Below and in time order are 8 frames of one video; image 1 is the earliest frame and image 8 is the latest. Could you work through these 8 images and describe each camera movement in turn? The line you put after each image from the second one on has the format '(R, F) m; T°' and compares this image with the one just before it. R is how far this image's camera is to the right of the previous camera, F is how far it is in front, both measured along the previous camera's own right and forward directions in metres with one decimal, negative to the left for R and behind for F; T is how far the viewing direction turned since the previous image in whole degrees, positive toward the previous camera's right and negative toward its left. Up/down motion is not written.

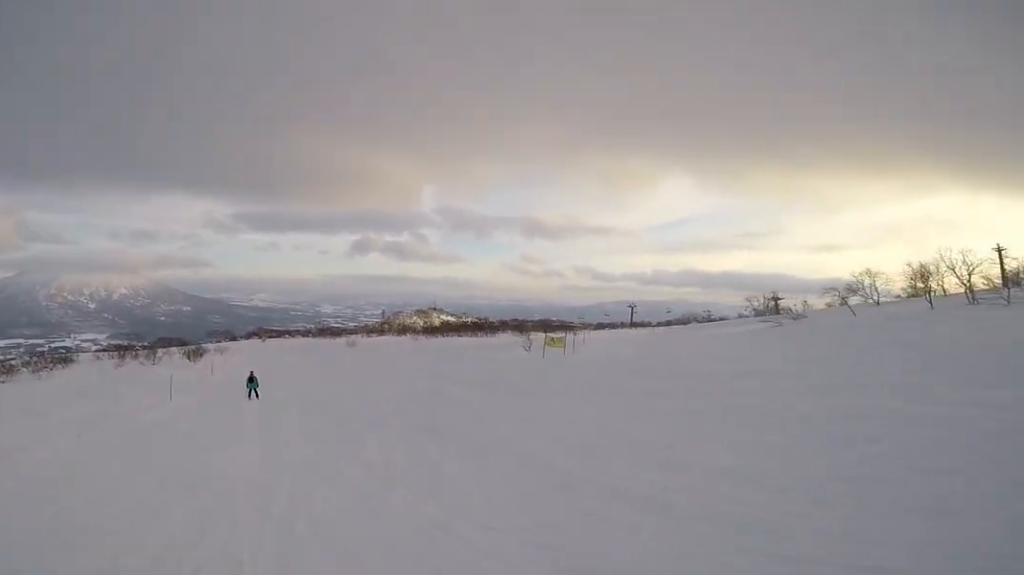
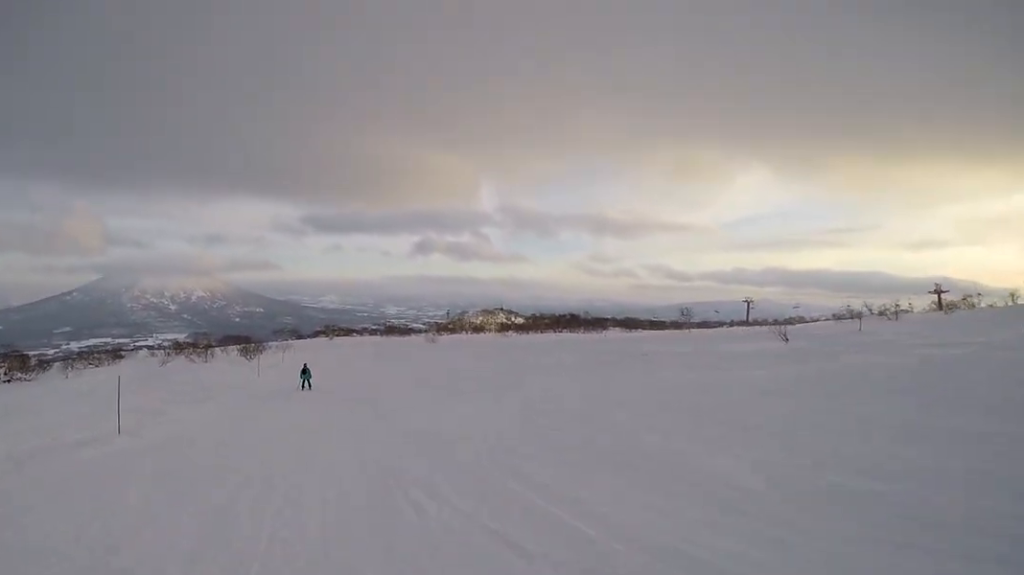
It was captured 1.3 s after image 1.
(+0.7, +15.6) m; +1°
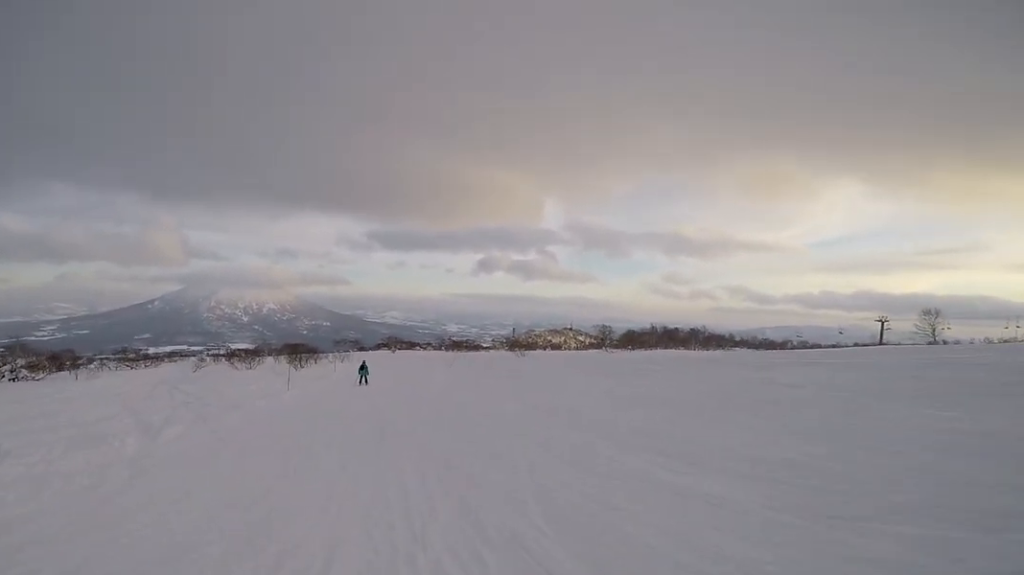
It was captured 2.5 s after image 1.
(-0.3, +13.0) m; -5°
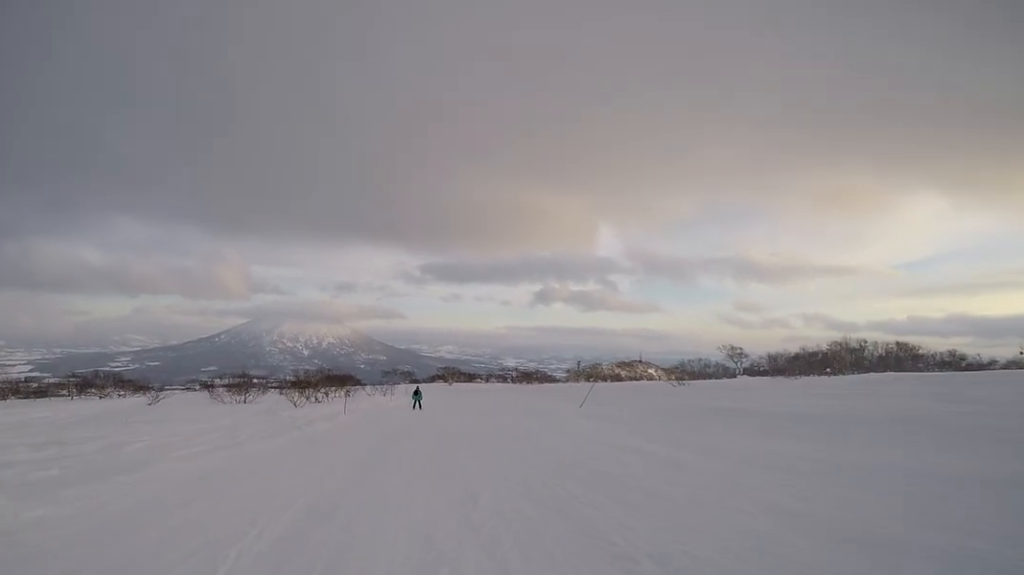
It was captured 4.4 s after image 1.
(+0.4, +20.7) m; +5°
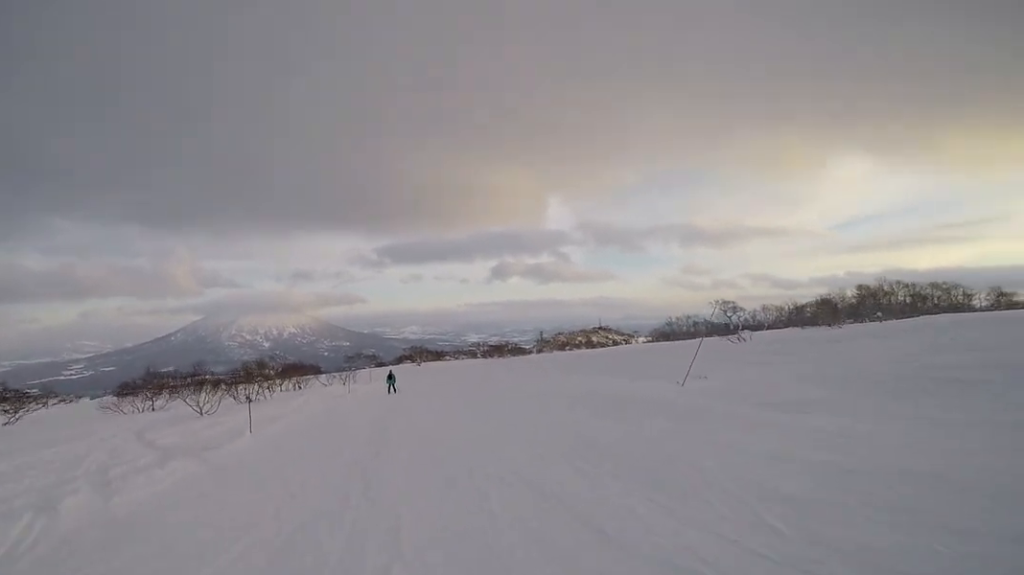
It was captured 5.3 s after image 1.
(-0.1, +9.9) m; -1°
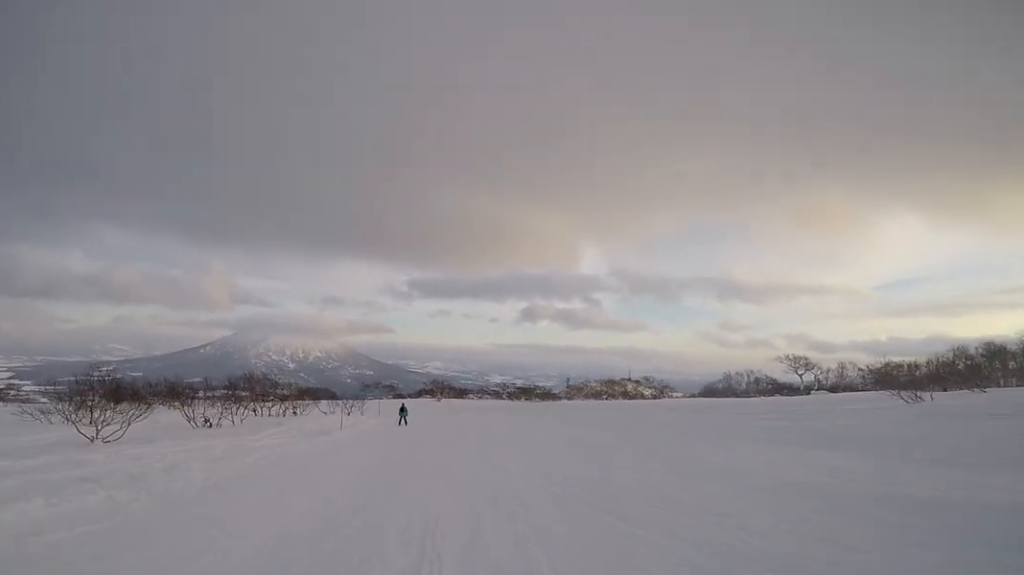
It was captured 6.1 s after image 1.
(-0.1, +8.0) m; -3°
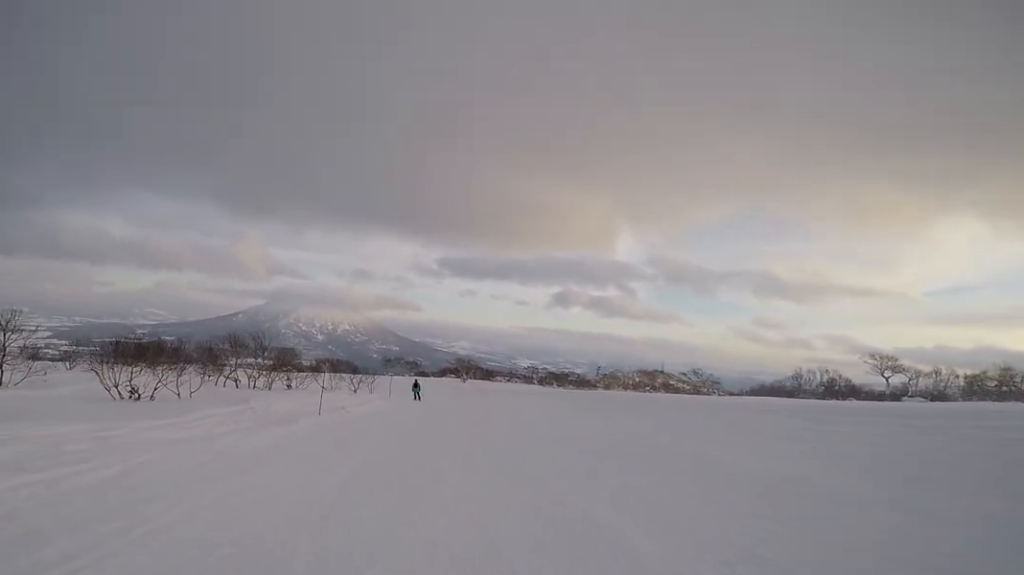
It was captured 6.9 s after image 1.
(-0.2, +7.6) m; -2°
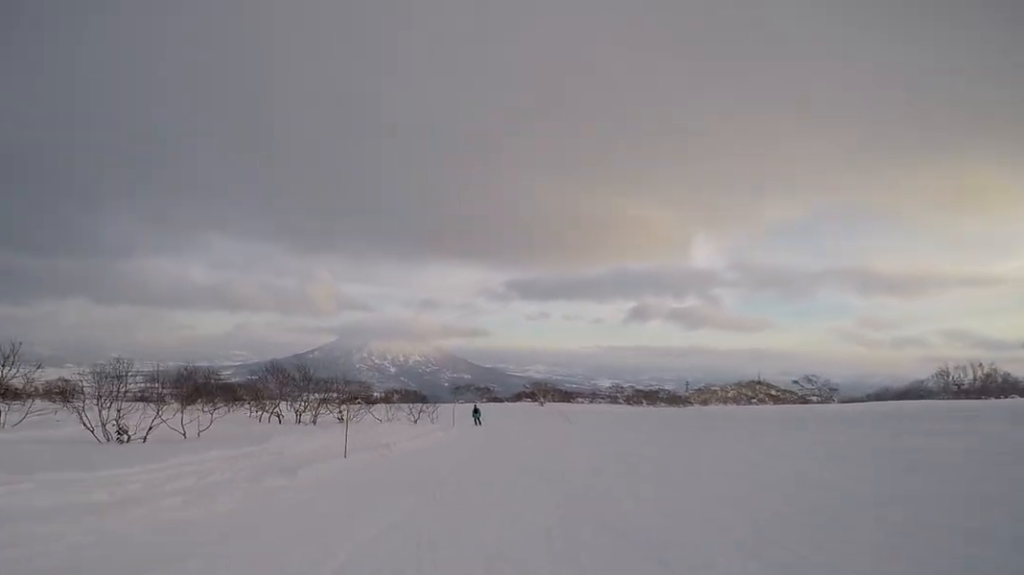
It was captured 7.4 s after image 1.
(-0.3, +4.8) m; 0°
